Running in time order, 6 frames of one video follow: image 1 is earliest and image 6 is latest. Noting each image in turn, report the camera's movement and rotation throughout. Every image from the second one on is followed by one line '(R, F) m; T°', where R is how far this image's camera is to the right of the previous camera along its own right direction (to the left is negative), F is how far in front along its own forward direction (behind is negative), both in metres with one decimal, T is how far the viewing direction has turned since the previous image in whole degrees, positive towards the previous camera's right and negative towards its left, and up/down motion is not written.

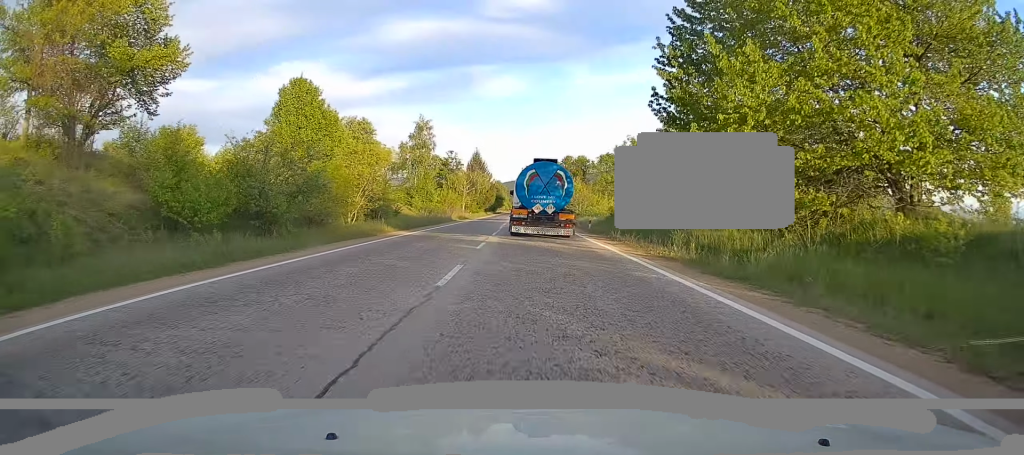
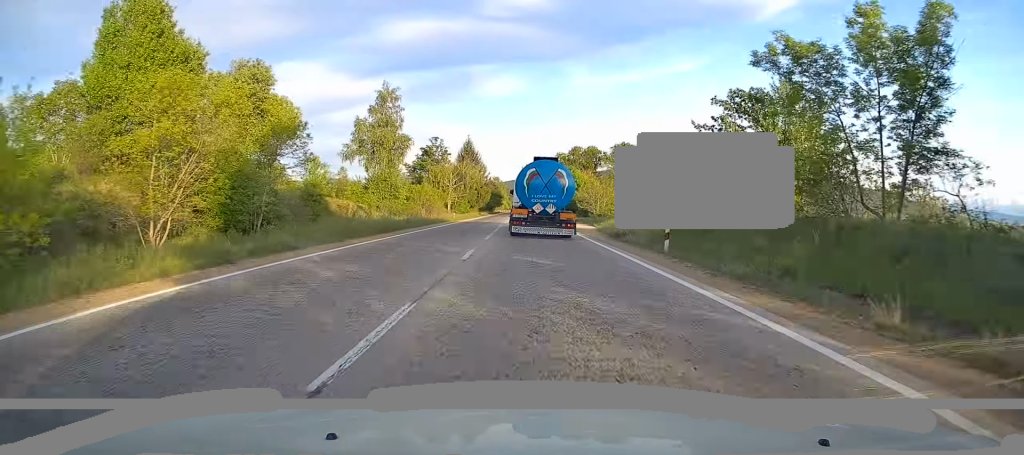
(+0.2, +22.5) m; 0°
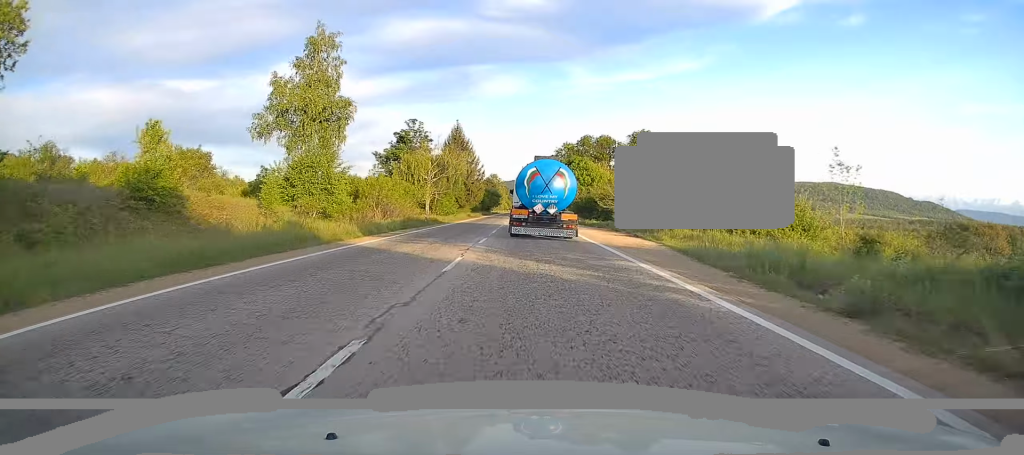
(0.0, +20.8) m; 0°
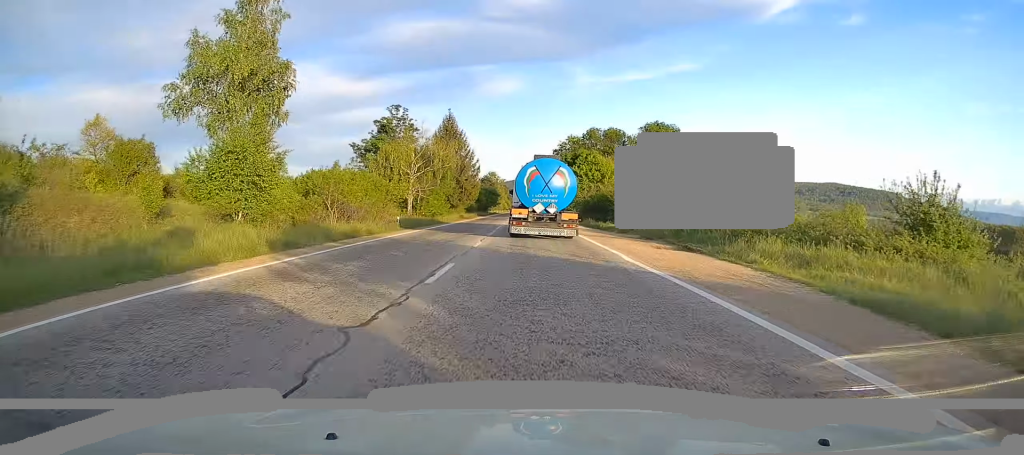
(-0.1, +10.8) m; 0°
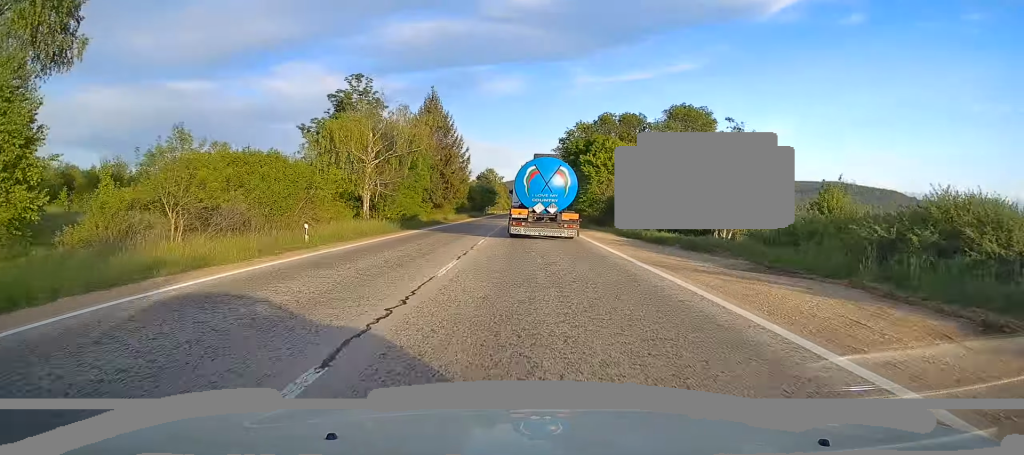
(+0.1, +16.5) m; 0°
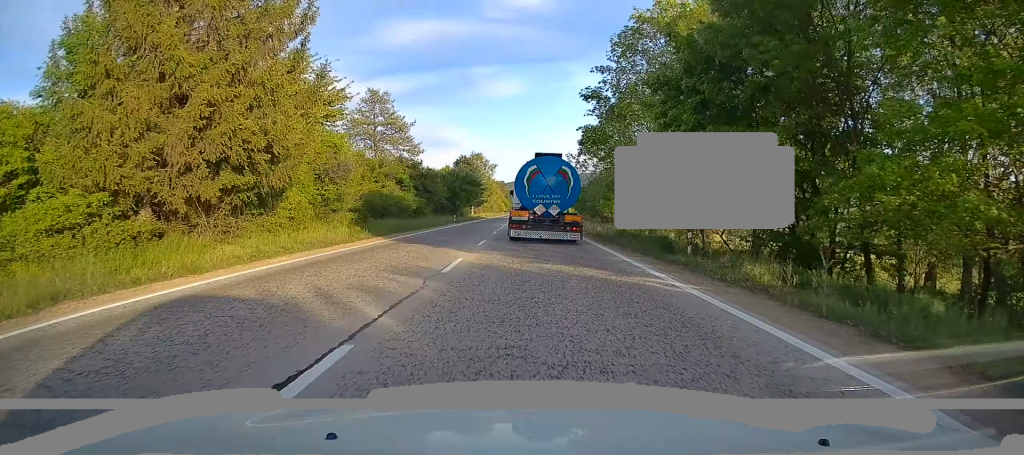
(-0.4, +53.4) m; 0°
